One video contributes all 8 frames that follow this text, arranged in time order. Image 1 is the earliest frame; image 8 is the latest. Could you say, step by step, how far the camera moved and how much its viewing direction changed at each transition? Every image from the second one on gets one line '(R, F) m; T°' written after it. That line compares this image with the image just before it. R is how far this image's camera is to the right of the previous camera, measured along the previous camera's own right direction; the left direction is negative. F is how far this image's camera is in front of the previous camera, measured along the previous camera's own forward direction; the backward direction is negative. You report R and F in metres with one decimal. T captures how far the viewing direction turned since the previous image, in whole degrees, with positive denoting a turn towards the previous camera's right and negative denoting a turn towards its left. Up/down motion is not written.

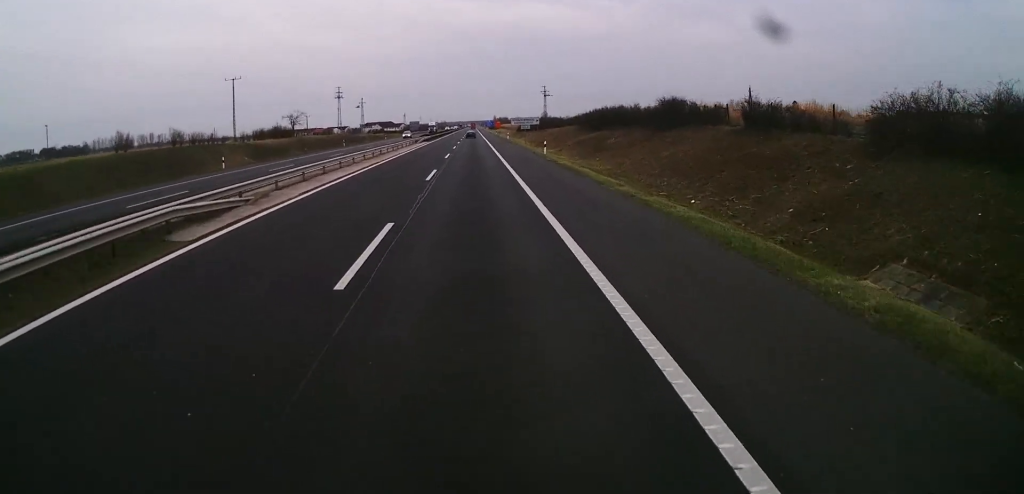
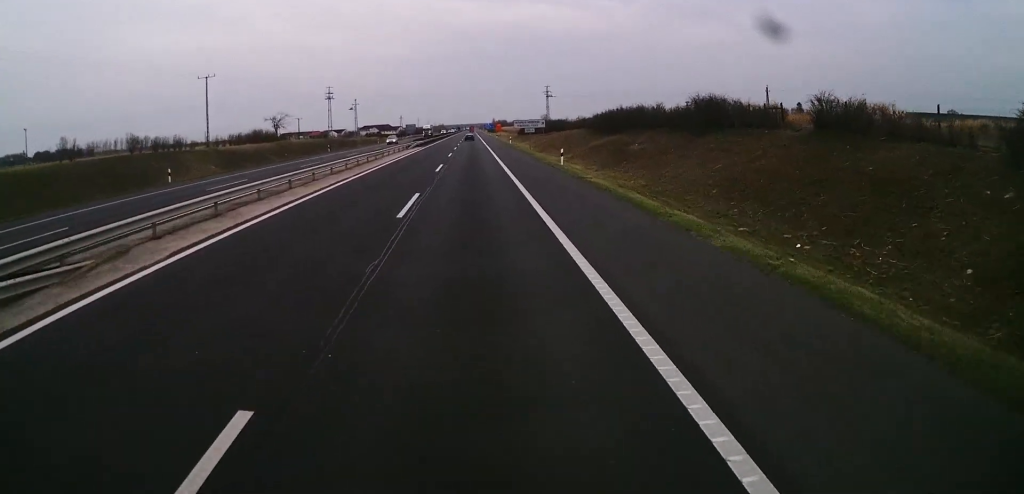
(0.0, +10.0) m; 0°
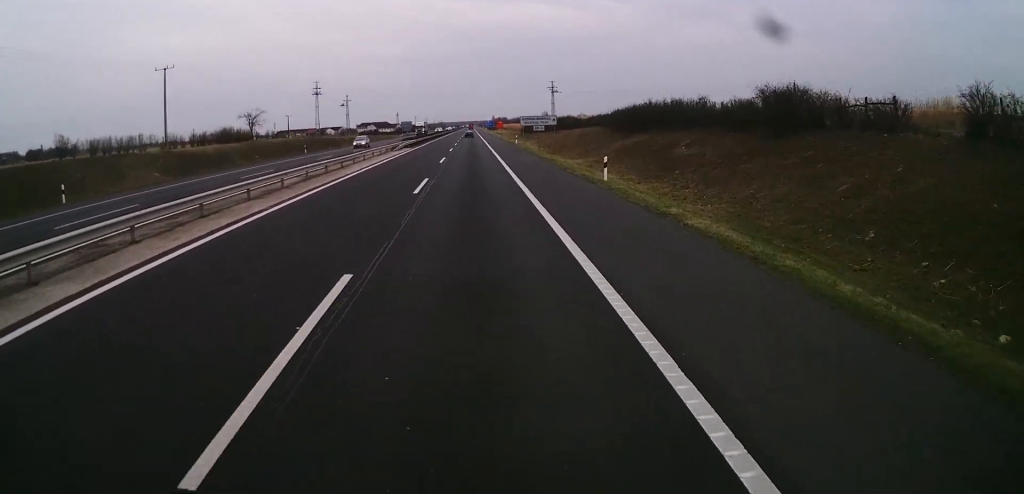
(0.0, +13.1) m; +1°
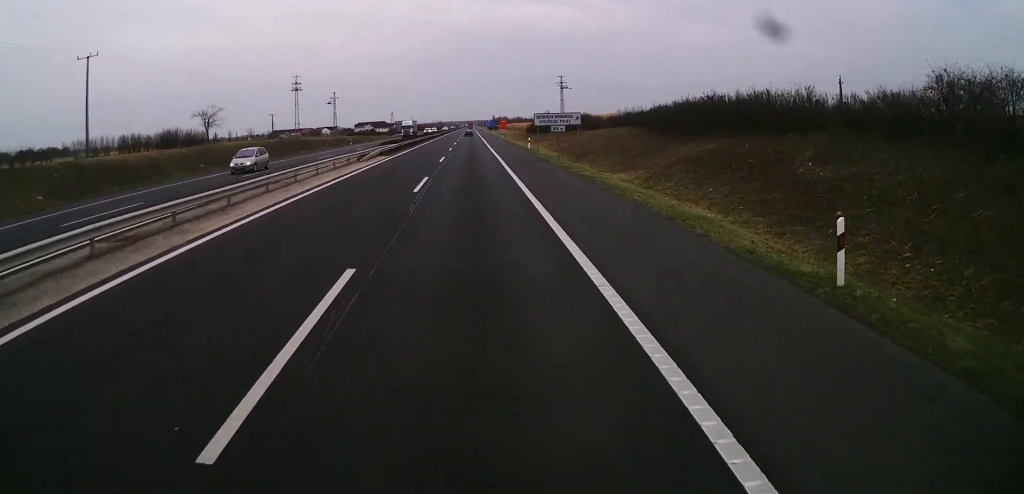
(+0.1, +17.7) m; 0°
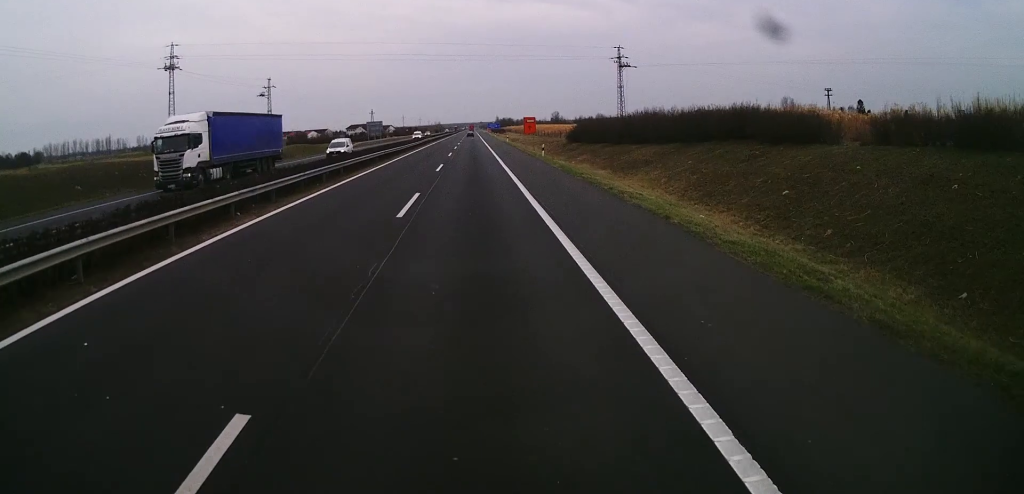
(-0.3, +59.3) m; 0°
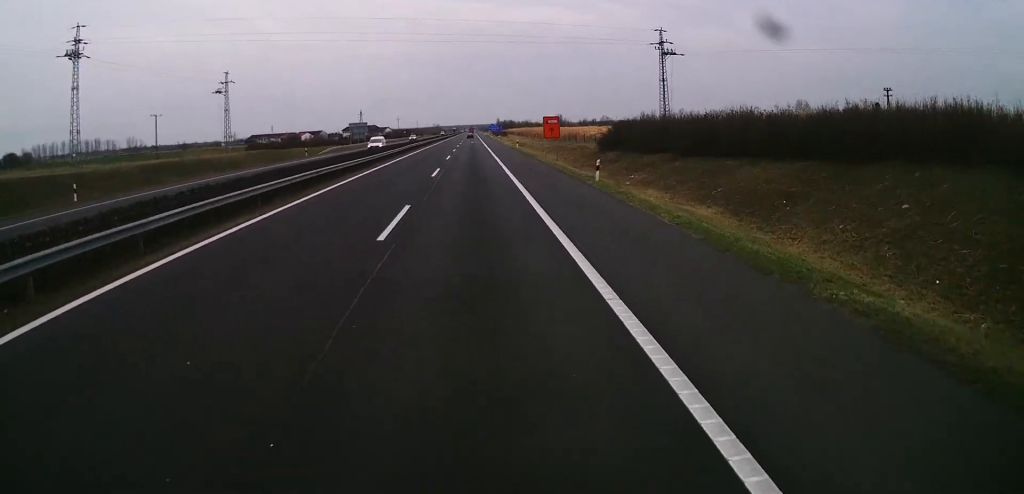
(+0.3, +21.6) m; 0°
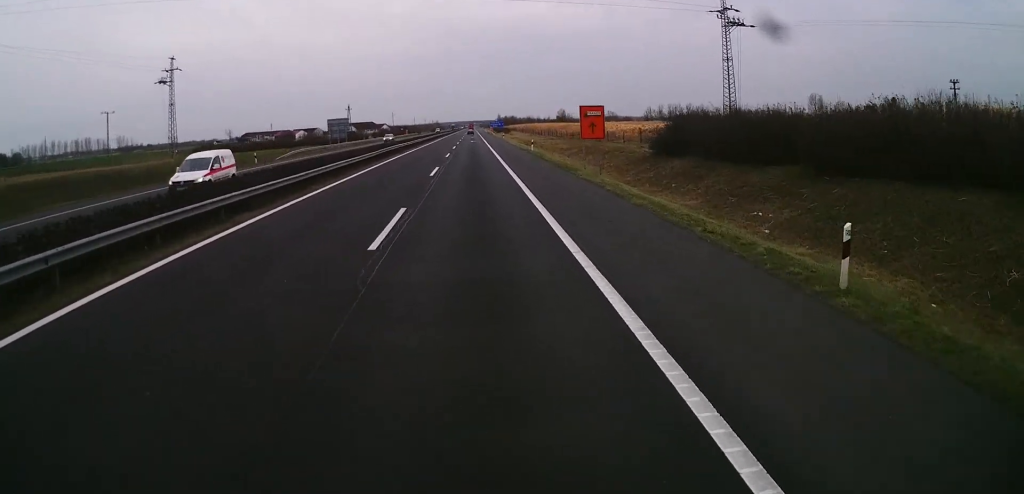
(-0.2, +19.3) m; 0°
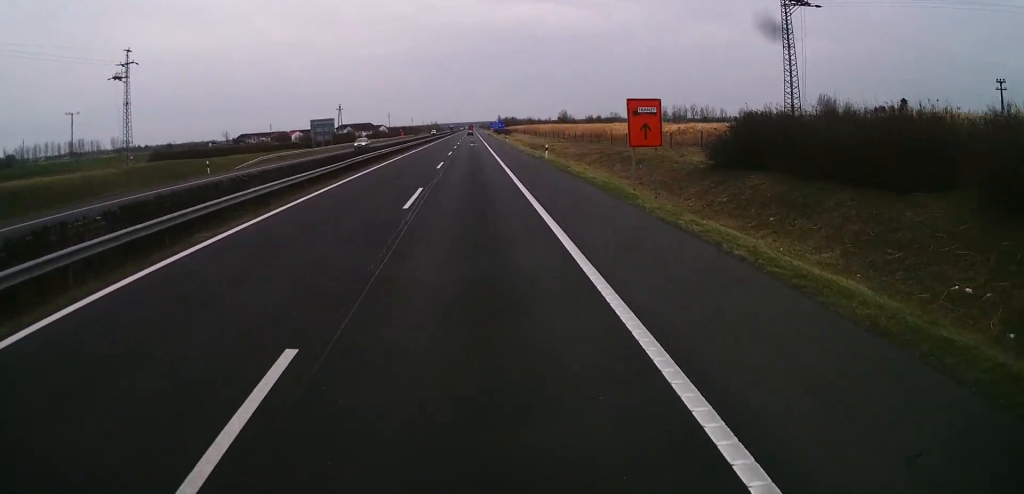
(0.0, +11.5) m; 0°
